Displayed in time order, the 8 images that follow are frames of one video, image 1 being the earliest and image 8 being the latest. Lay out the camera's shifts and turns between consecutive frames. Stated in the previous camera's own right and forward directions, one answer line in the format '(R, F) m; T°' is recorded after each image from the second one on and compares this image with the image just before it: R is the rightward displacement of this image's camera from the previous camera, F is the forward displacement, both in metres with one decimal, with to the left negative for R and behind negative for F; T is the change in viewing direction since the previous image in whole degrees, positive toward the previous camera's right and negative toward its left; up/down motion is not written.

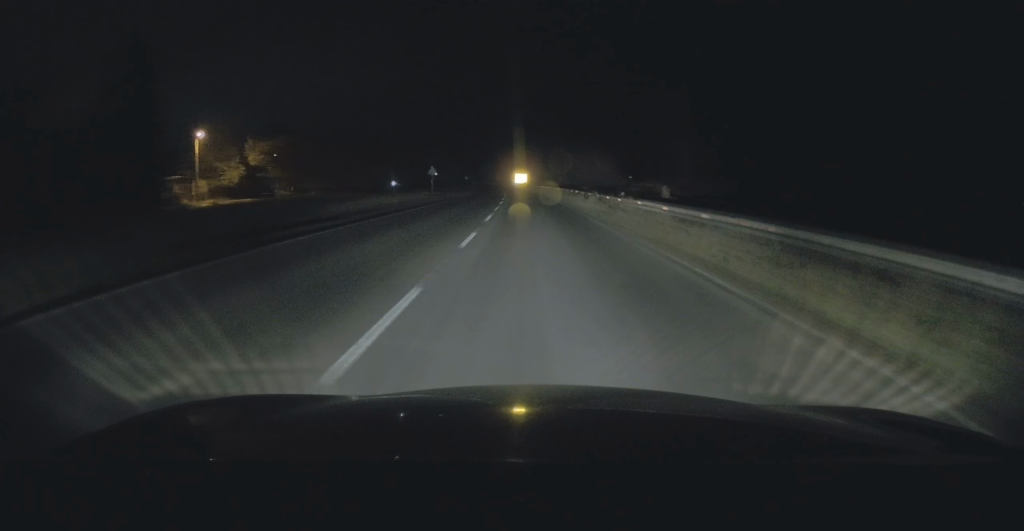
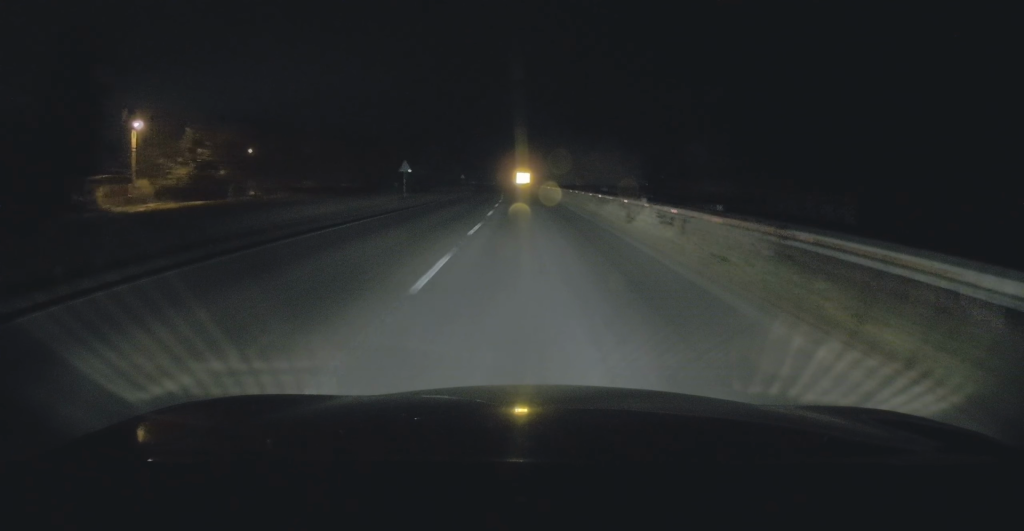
(+0.2, +12.5) m; 0°
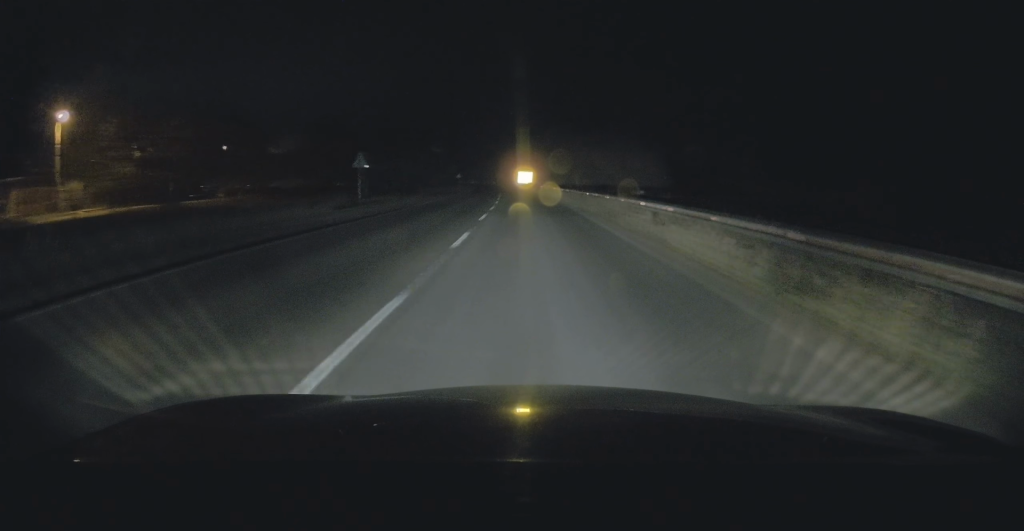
(+0.1, +11.1) m; 0°
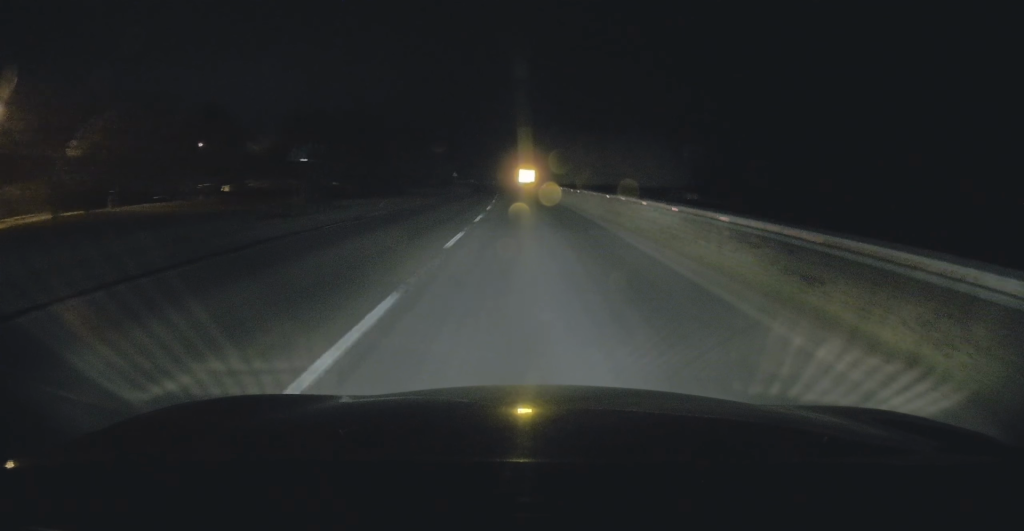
(-0.1, +8.3) m; 0°
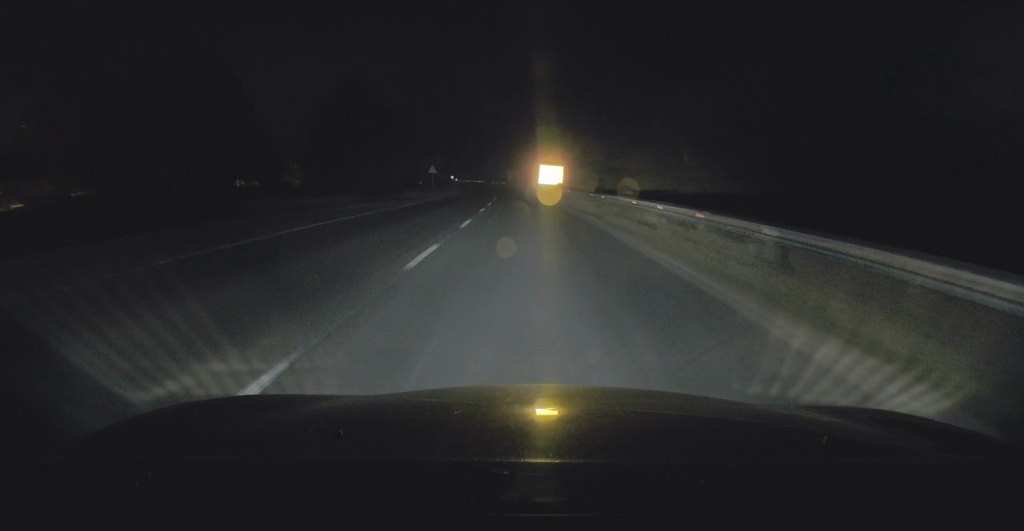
(-0.6, +41.0) m; -2°
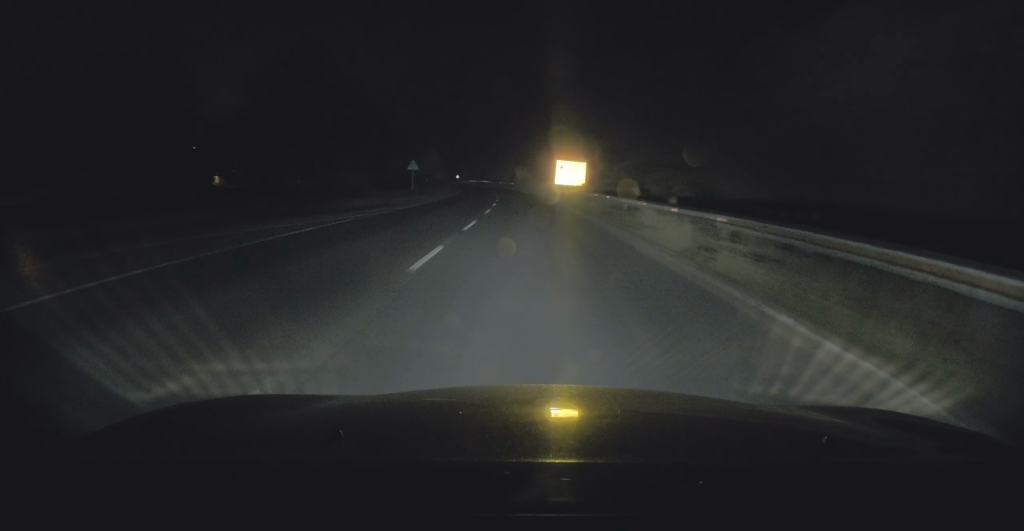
(-0.2, +16.2) m; -1°
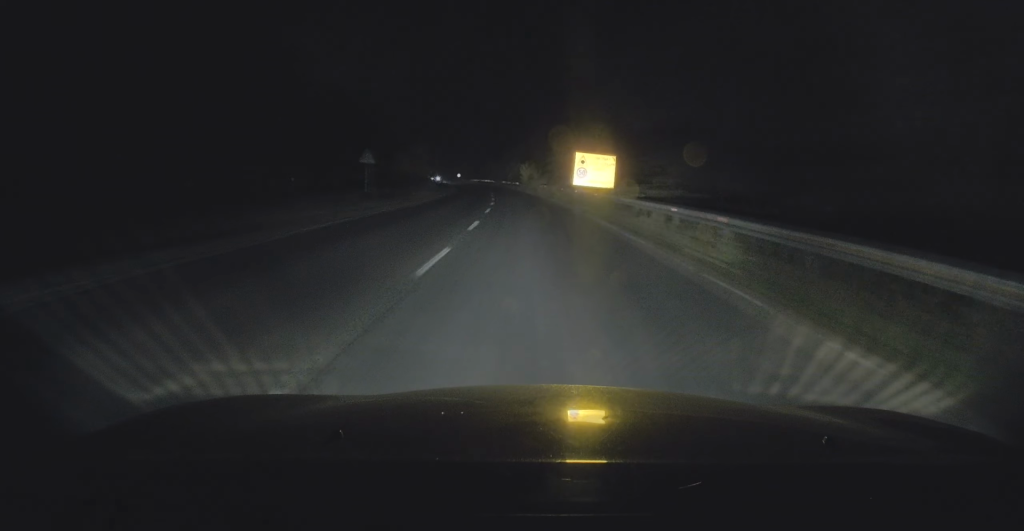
(-0.1, +15.3) m; 0°
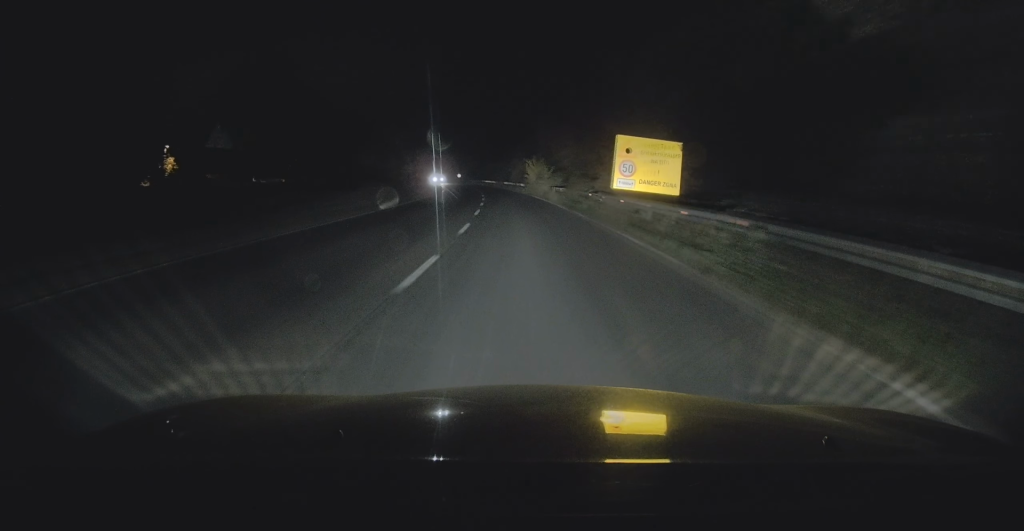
(0.0, +16.5) m; -1°
